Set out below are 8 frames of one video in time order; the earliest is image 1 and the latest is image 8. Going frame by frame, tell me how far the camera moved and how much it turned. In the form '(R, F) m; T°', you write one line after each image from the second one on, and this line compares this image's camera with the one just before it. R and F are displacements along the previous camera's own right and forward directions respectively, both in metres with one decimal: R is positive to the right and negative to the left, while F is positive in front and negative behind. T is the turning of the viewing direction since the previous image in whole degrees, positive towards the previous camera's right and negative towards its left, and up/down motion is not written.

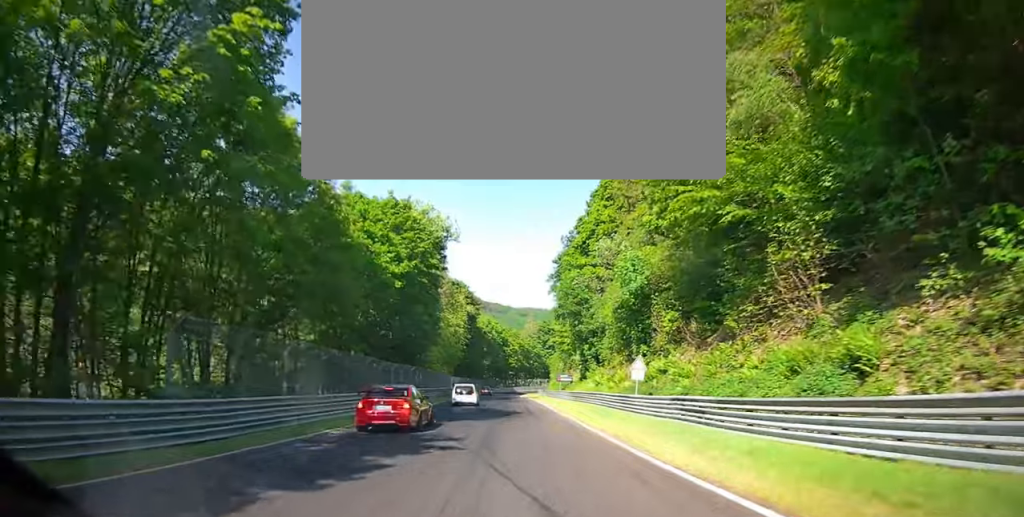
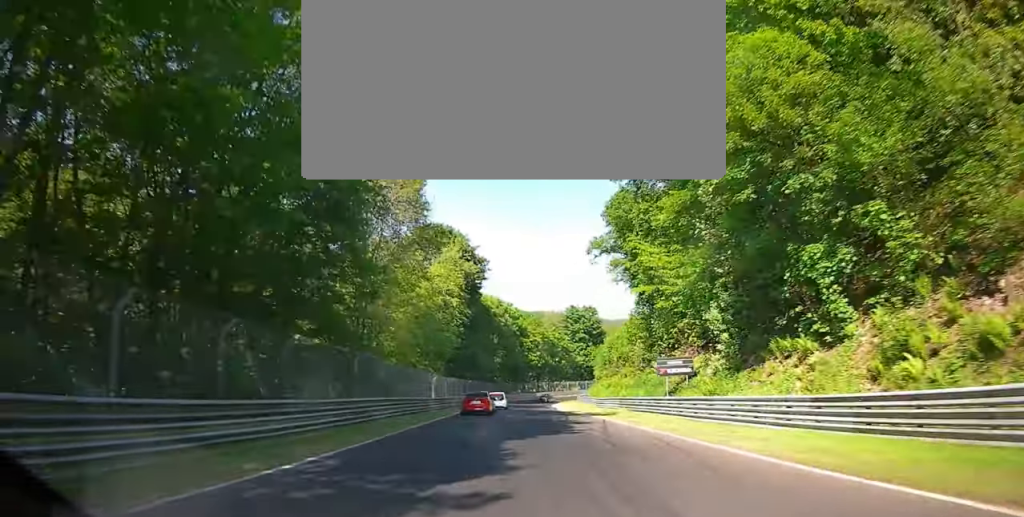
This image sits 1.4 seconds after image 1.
(-0.7, +41.1) m; -3°
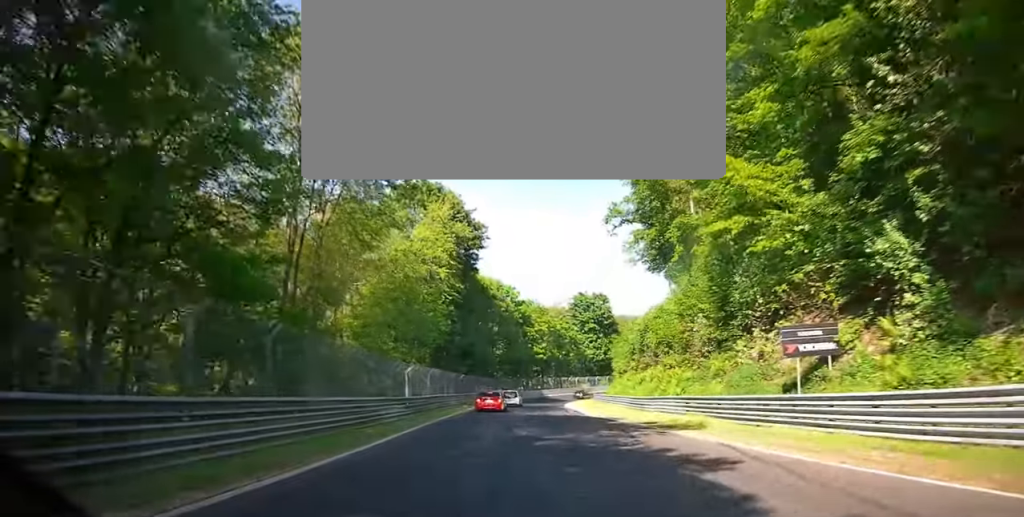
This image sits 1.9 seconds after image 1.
(-0.2, +13.9) m; 0°
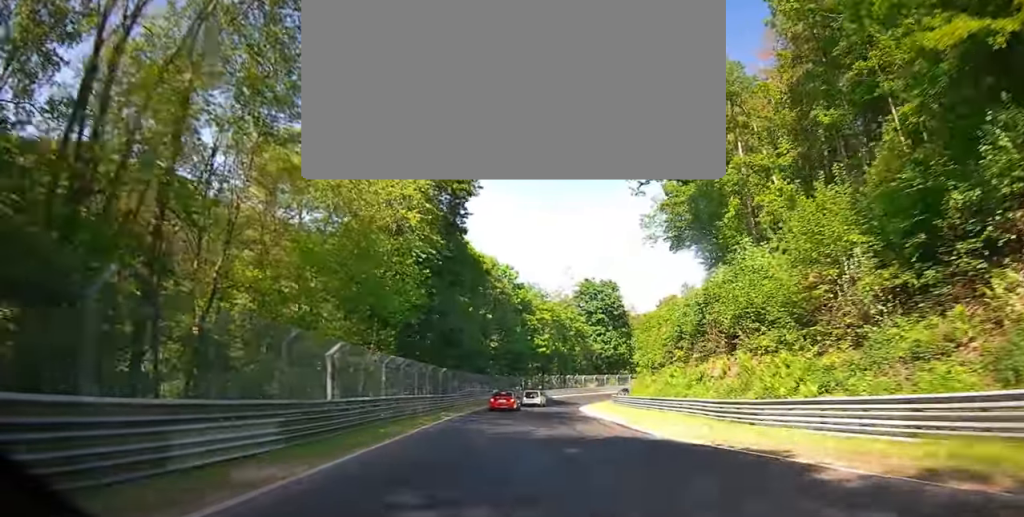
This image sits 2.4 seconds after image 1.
(-0.3, +15.3) m; 0°
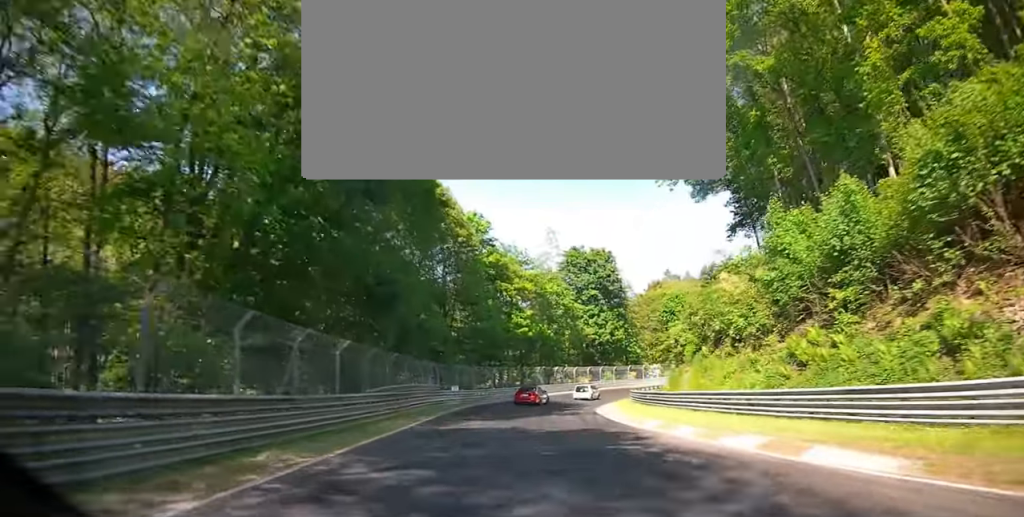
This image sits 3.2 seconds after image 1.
(+0.5, +21.8) m; +5°
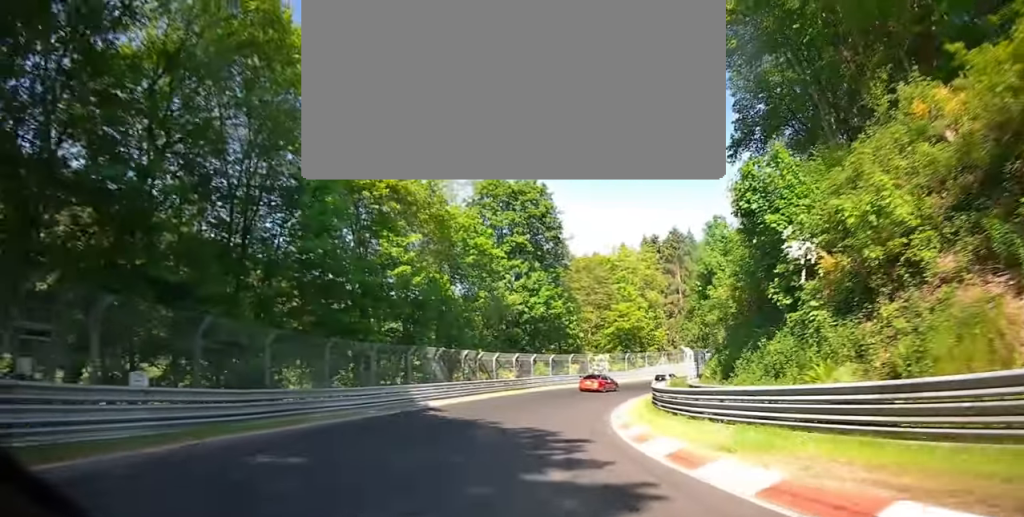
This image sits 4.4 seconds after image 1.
(+2.4, +29.7) m; +17°
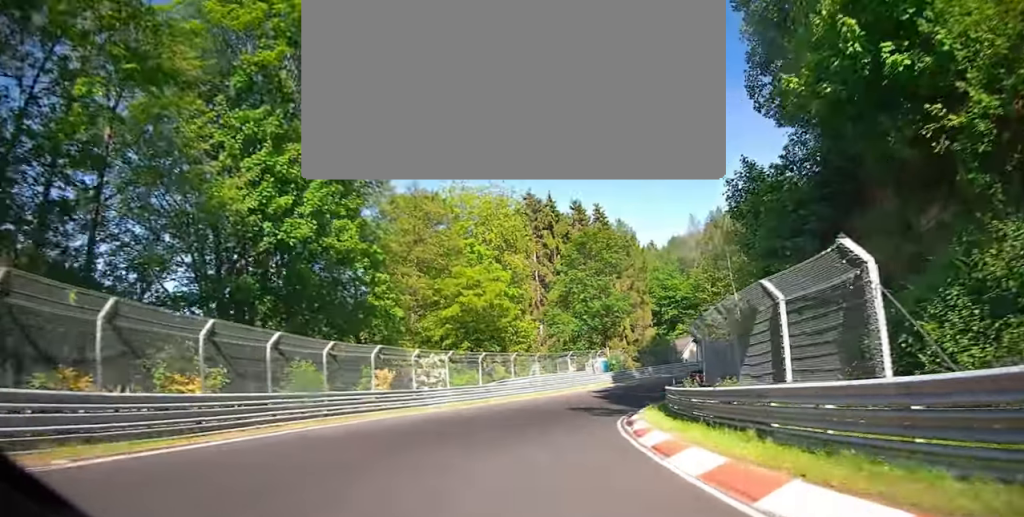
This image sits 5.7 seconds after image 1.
(+7.5, +30.5) m; +22°
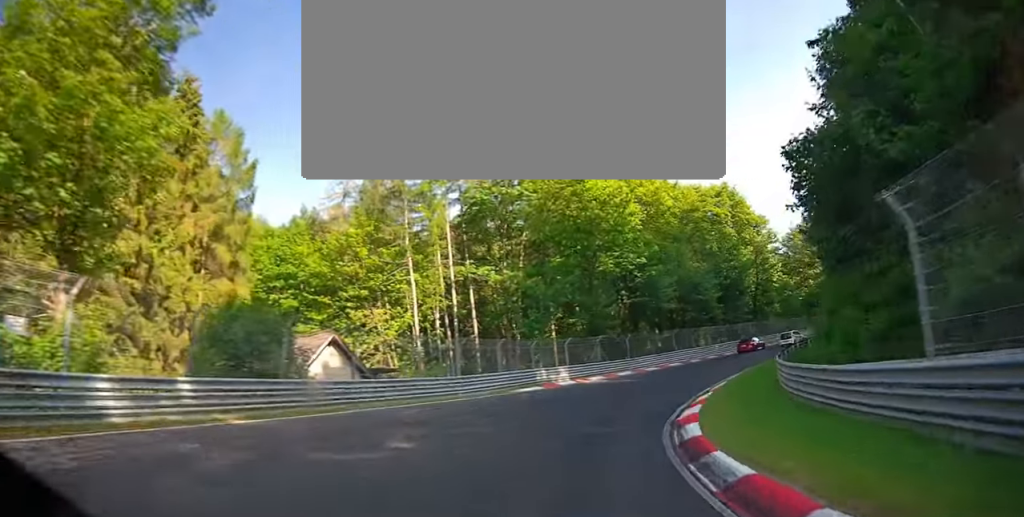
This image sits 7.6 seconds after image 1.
(+8.5, +42.1) m; +34°
